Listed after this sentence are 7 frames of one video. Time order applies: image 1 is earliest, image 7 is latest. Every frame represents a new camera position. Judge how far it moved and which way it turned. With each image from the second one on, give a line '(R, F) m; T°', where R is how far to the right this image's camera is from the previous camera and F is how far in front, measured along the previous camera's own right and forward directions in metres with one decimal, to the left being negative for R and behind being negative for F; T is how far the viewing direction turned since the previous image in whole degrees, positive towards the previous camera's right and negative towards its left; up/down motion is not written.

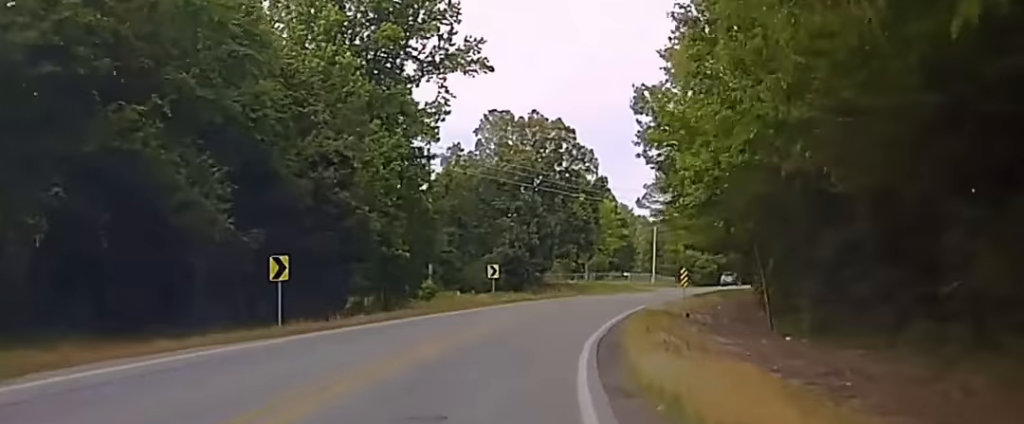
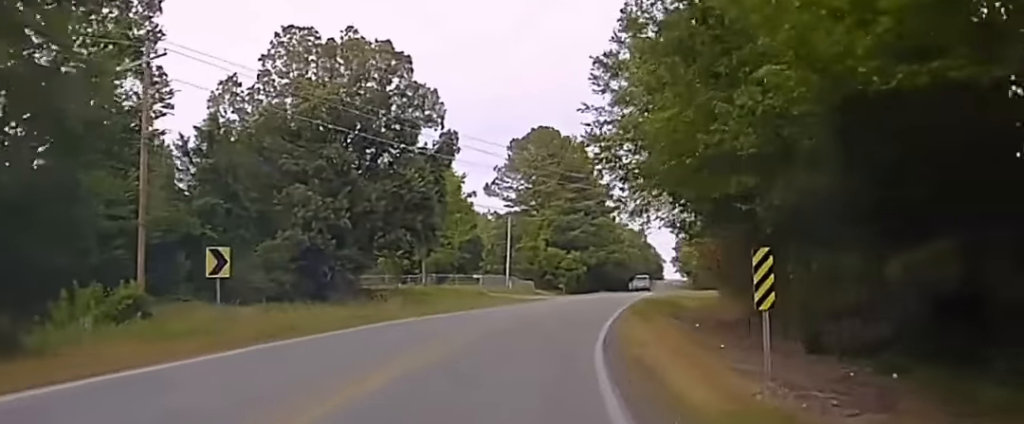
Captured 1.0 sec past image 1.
(+3.8, +40.4) m; +10°
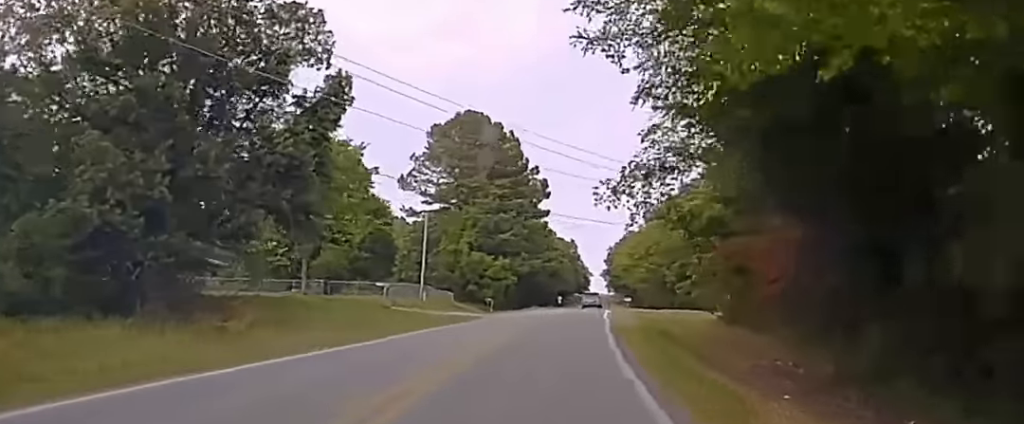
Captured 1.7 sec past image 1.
(+2.1, +29.8) m; +4°
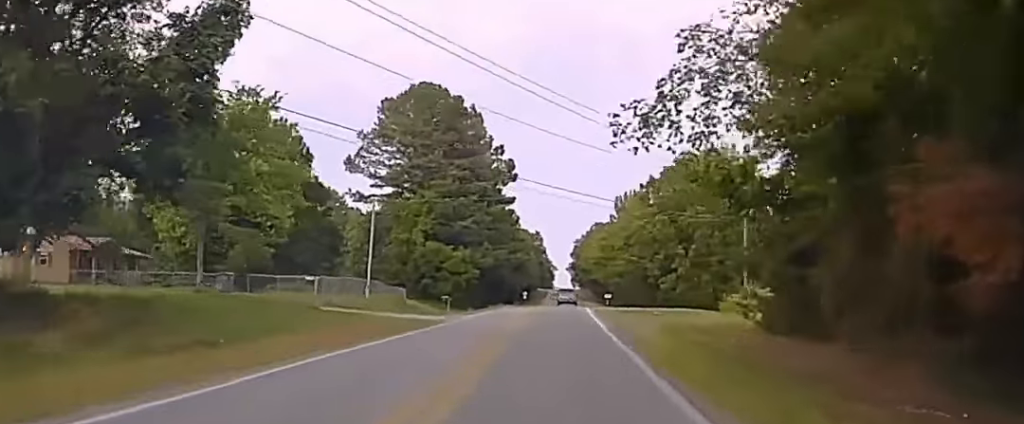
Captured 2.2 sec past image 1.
(+0.4, +17.3) m; +2°
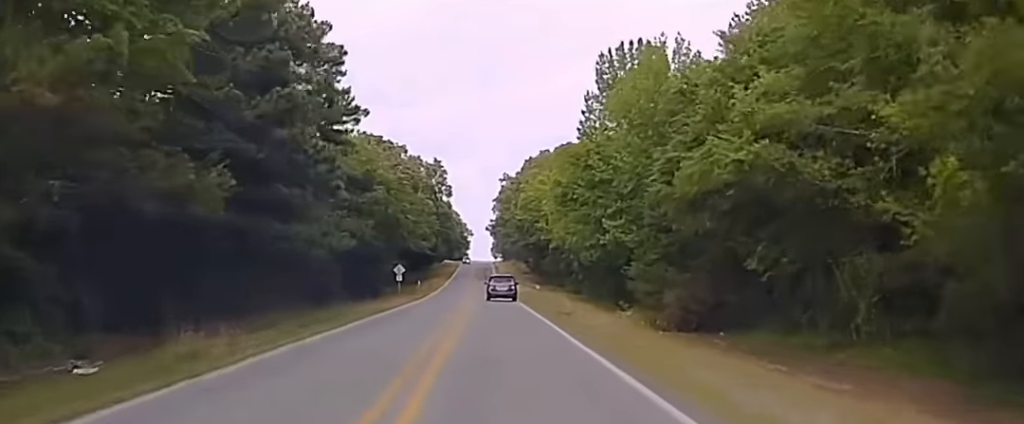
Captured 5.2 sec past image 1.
(+4.7, +94.3) m; +3°
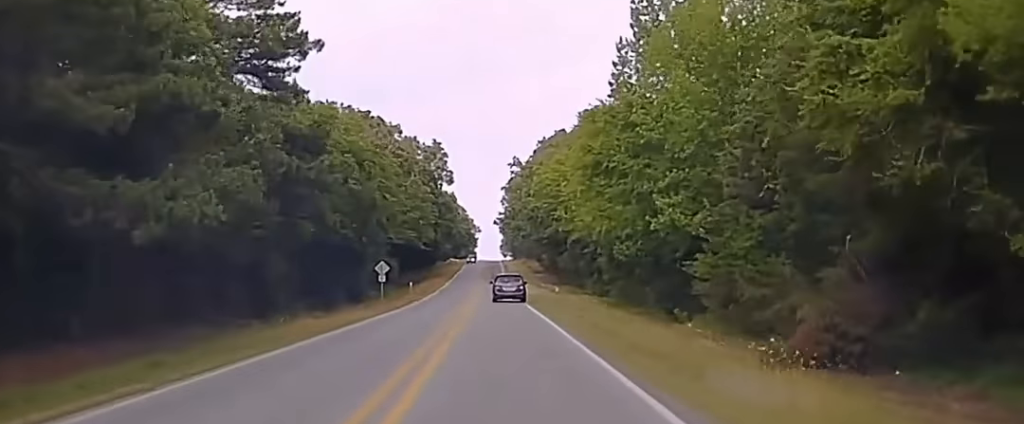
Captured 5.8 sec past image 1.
(0.0, +21.2) m; 0°
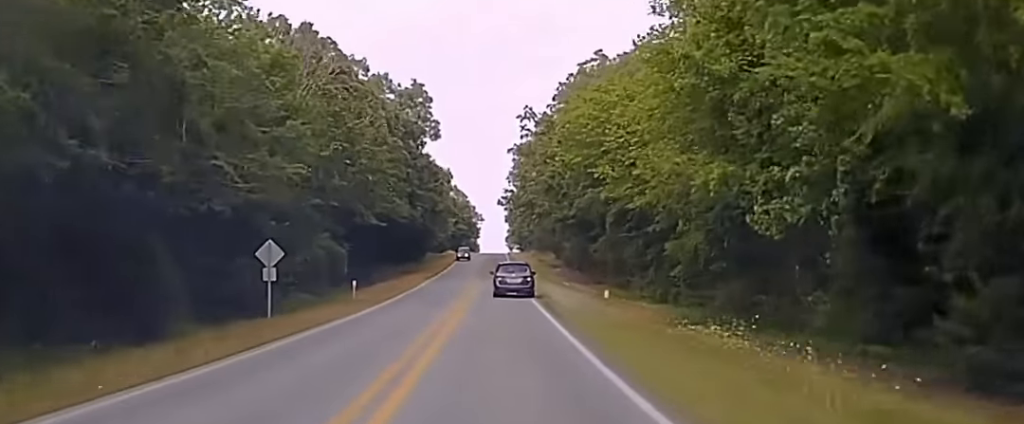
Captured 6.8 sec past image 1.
(-0.1, +38.2) m; 0°
